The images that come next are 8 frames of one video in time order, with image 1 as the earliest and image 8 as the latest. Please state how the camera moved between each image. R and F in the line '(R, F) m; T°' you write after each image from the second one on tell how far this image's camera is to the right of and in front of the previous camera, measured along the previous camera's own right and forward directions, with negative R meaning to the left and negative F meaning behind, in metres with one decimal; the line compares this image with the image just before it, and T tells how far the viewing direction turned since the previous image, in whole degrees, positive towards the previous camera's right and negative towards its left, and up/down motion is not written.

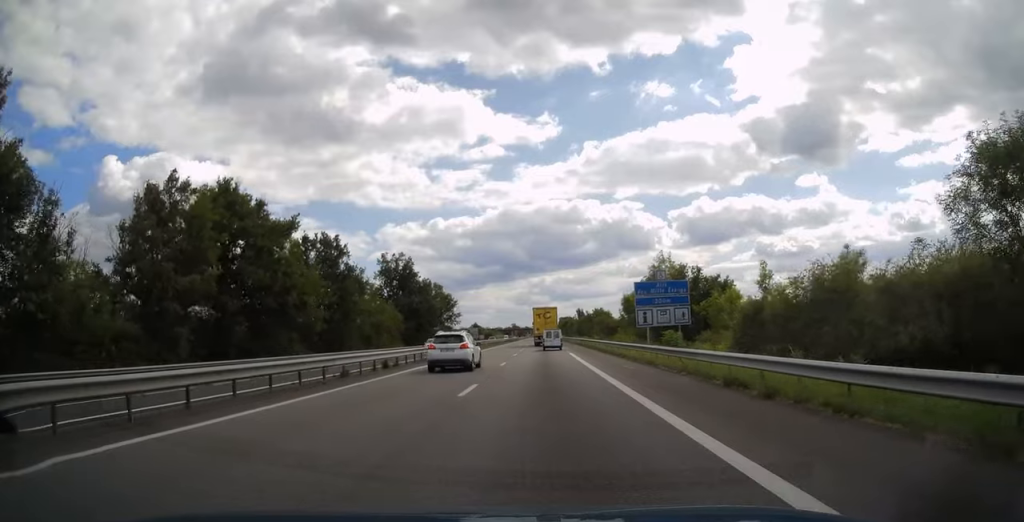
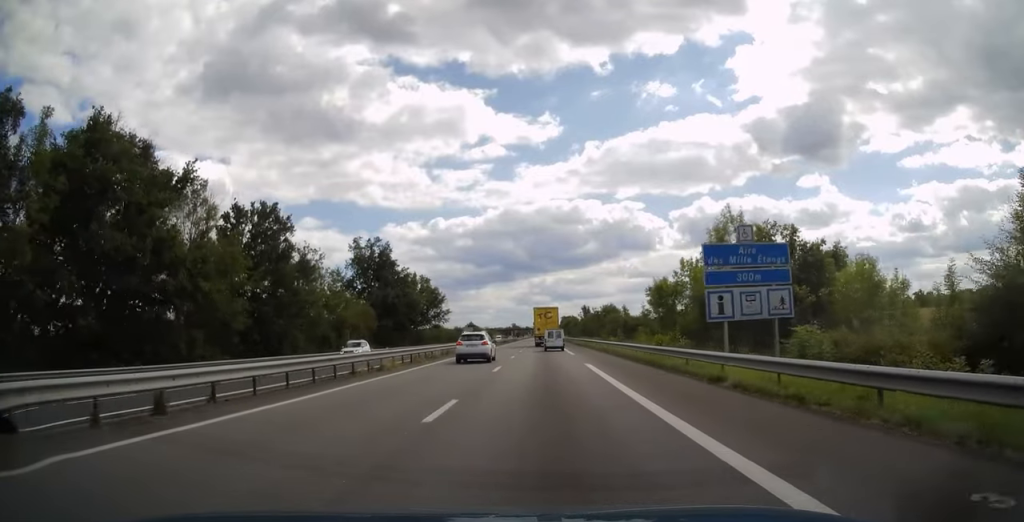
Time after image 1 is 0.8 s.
(-0.2, +16.9) m; 0°
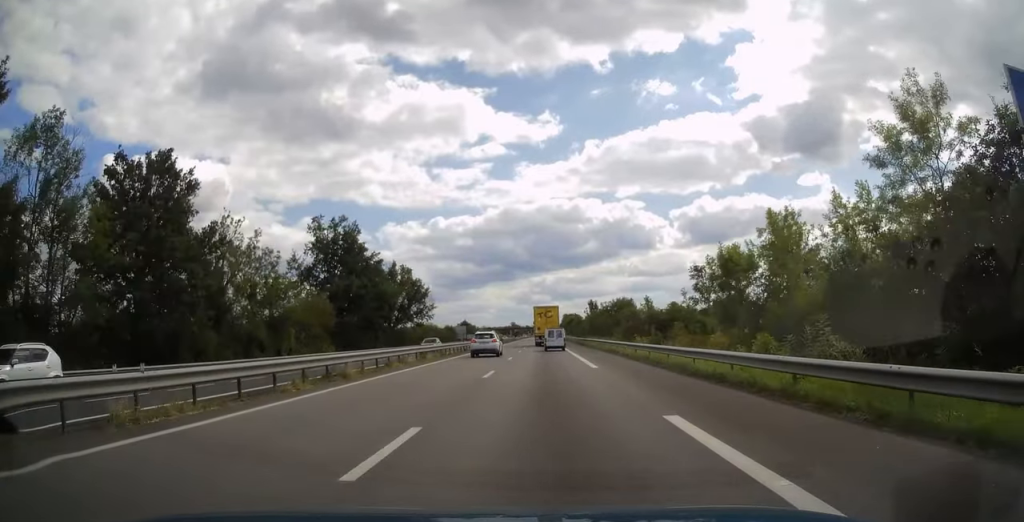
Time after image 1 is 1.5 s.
(0.0, +16.8) m; 0°
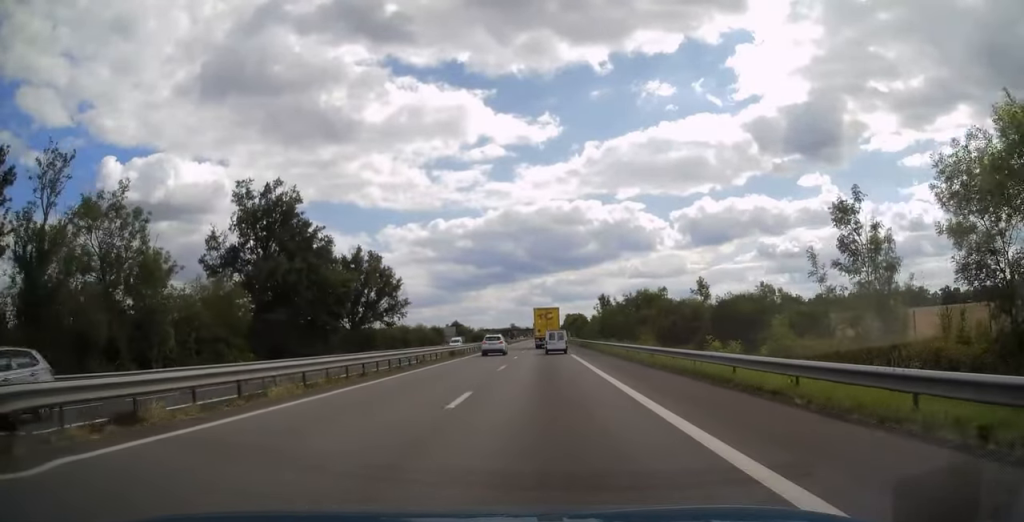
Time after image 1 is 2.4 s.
(+0.1, +20.0) m; 0°
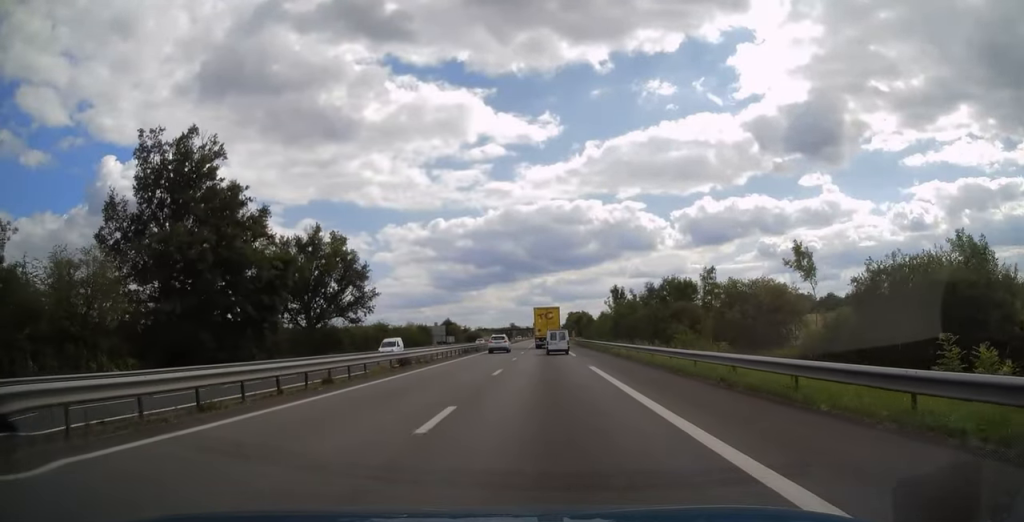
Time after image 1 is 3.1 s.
(0.0, +15.8) m; 0°
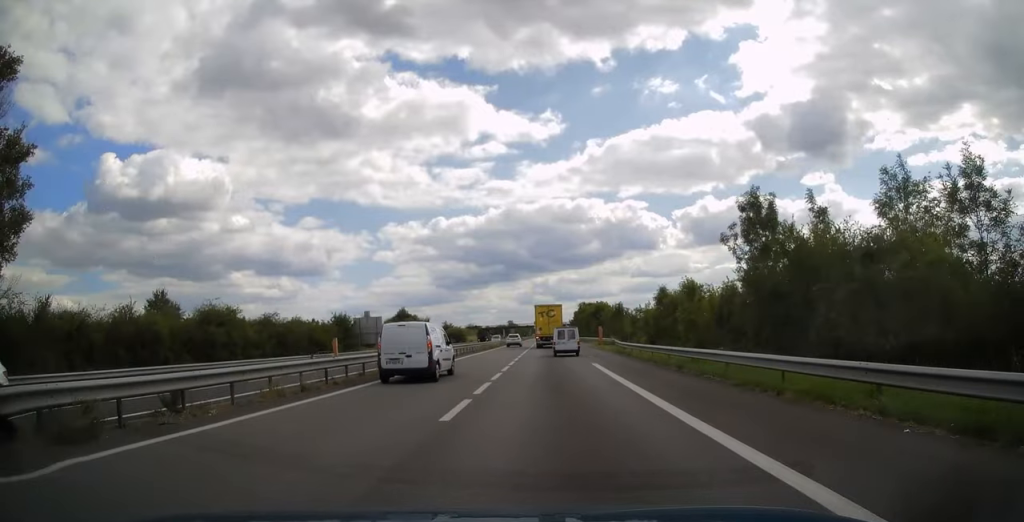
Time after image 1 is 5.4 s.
(-0.1, +50.3) m; 0°
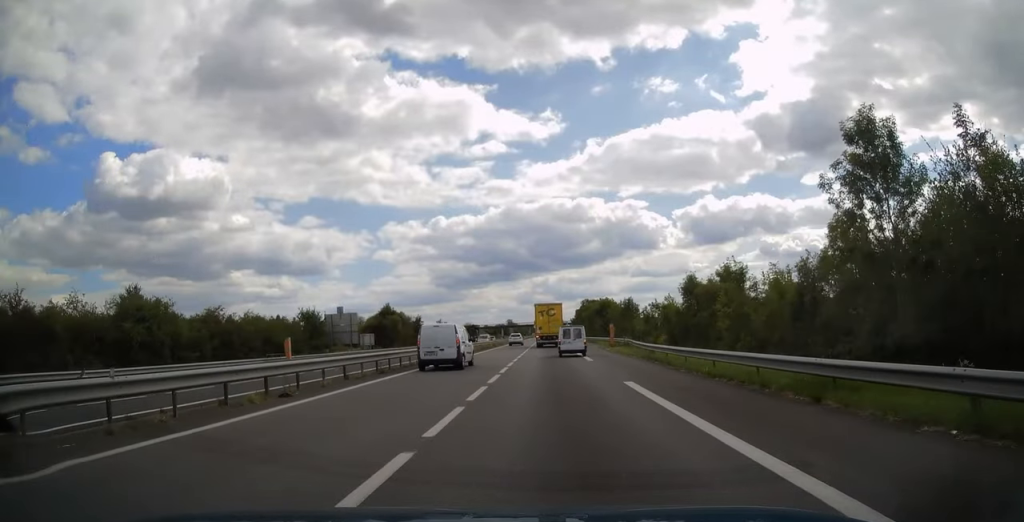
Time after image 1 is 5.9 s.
(0.0, +10.2) m; 0°
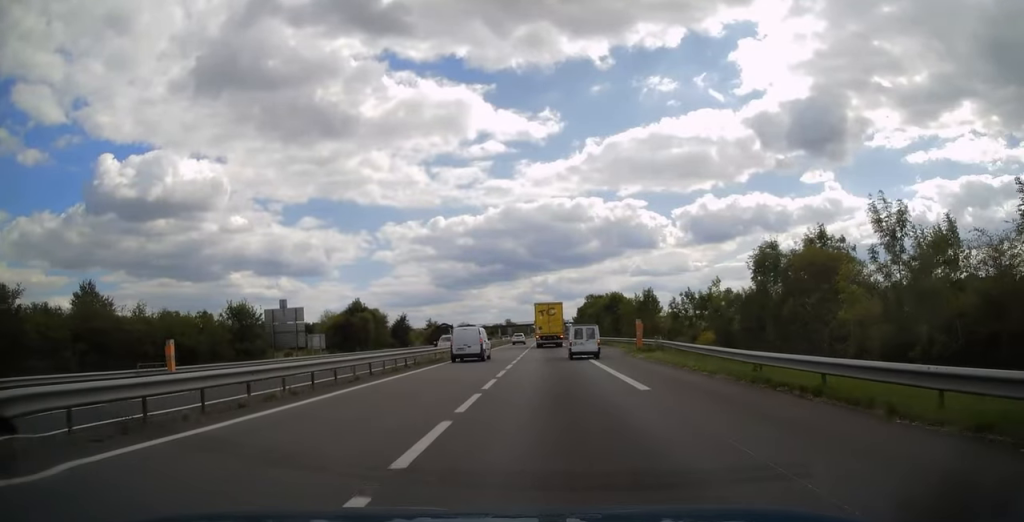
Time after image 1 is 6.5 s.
(0.0, +14.8) m; 0°
